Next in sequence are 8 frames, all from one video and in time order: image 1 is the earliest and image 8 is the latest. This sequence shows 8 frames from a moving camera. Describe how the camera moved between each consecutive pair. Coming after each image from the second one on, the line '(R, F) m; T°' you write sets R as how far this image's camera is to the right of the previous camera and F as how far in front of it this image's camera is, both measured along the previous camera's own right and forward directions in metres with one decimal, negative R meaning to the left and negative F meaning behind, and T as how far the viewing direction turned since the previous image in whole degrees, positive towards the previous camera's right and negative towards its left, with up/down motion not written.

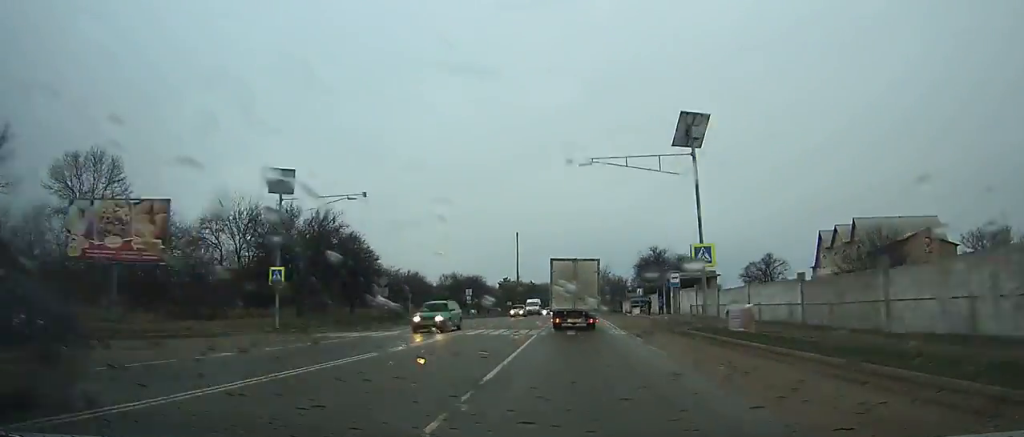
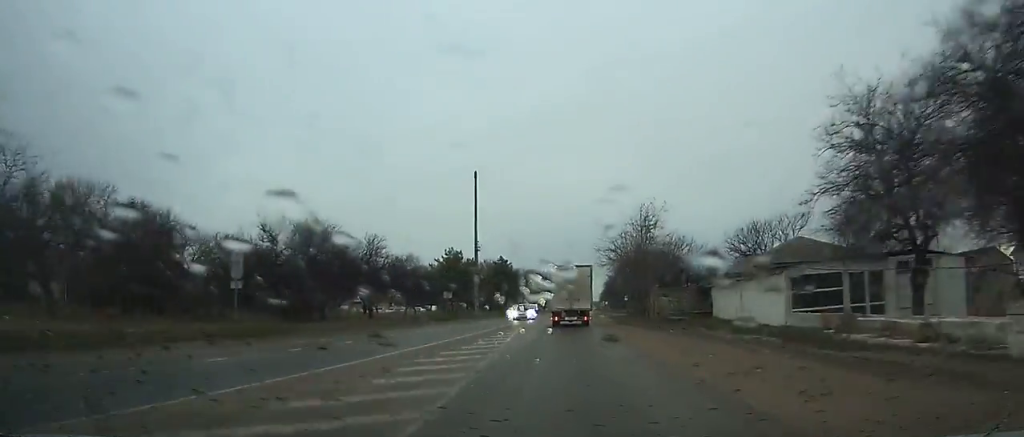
(-0.5, +62.5) m; 0°
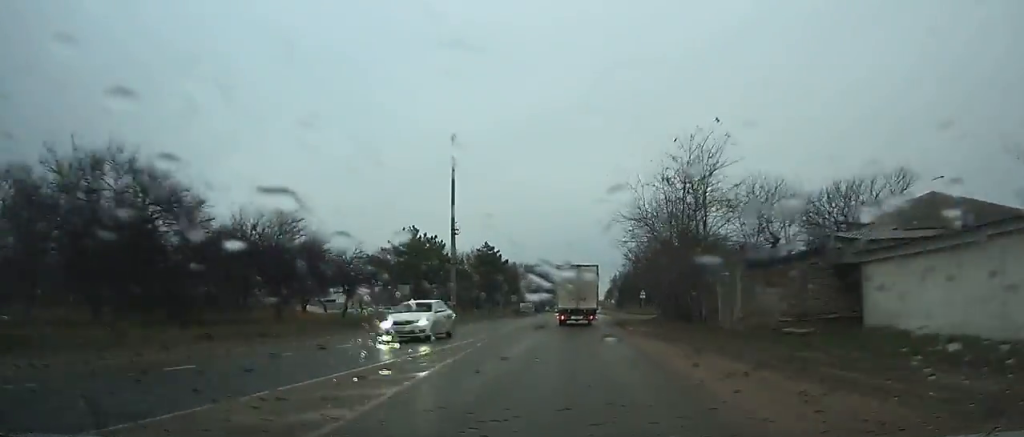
(0.0, +17.7) m; 0°
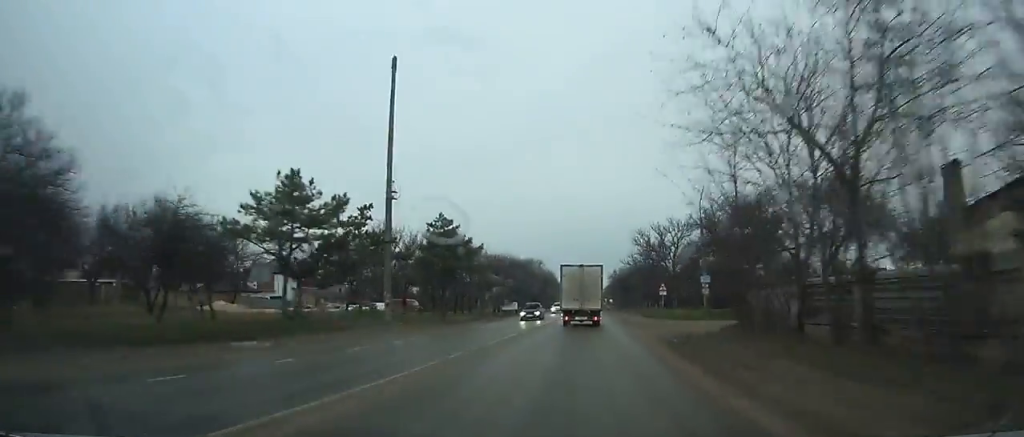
(+0.1, +20.9) m; 0°
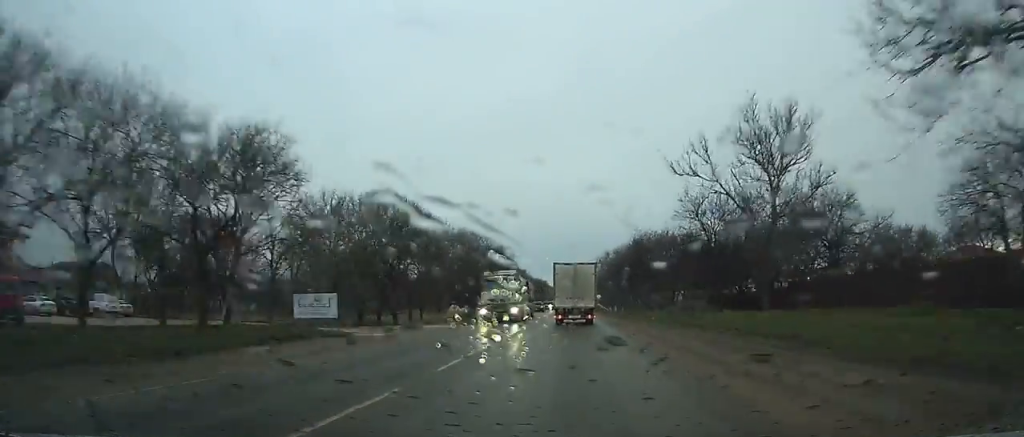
(+0.8, +64.3) m; +1°
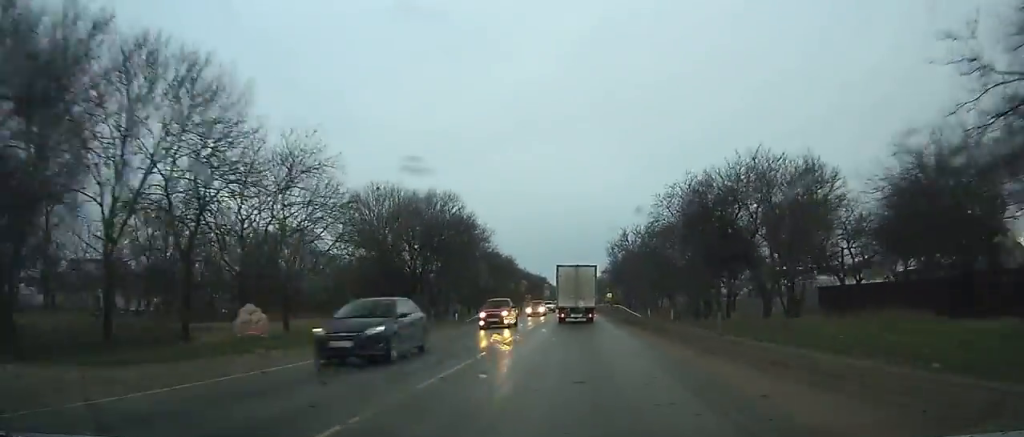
(-0.1, +35.0) m; 0°
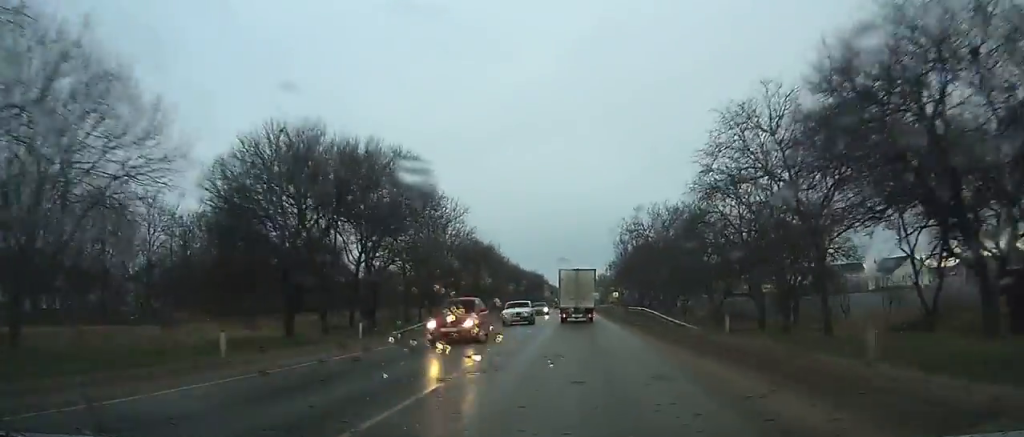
(-0.1, +20.5) m; 0°
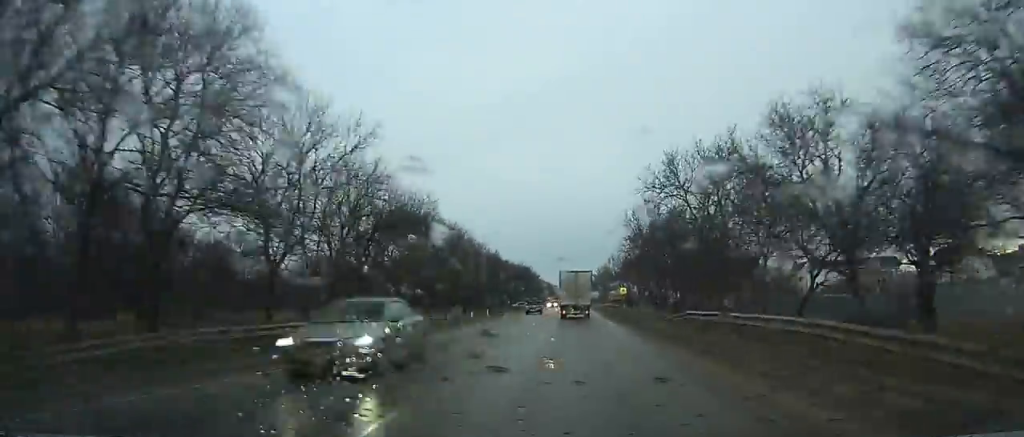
(+0.2, +28.5) m; 0°
